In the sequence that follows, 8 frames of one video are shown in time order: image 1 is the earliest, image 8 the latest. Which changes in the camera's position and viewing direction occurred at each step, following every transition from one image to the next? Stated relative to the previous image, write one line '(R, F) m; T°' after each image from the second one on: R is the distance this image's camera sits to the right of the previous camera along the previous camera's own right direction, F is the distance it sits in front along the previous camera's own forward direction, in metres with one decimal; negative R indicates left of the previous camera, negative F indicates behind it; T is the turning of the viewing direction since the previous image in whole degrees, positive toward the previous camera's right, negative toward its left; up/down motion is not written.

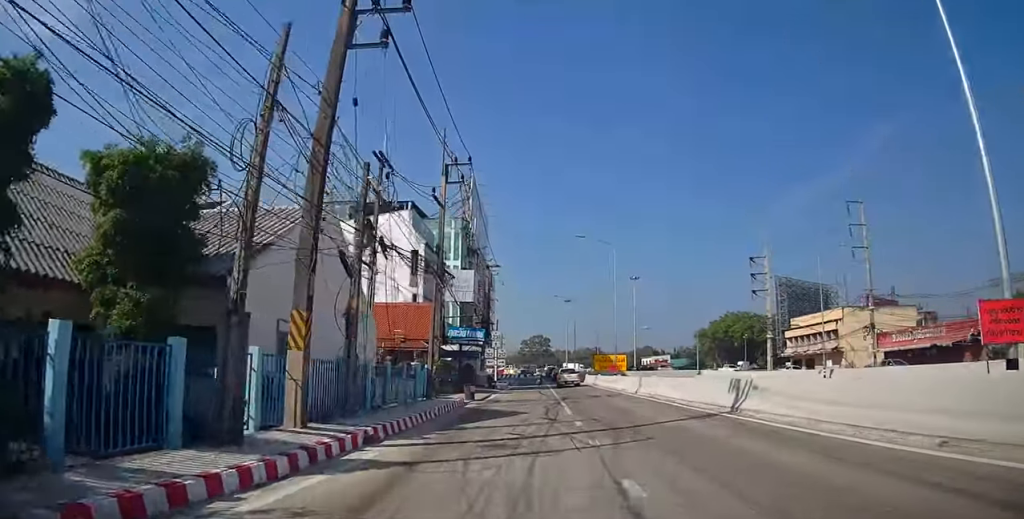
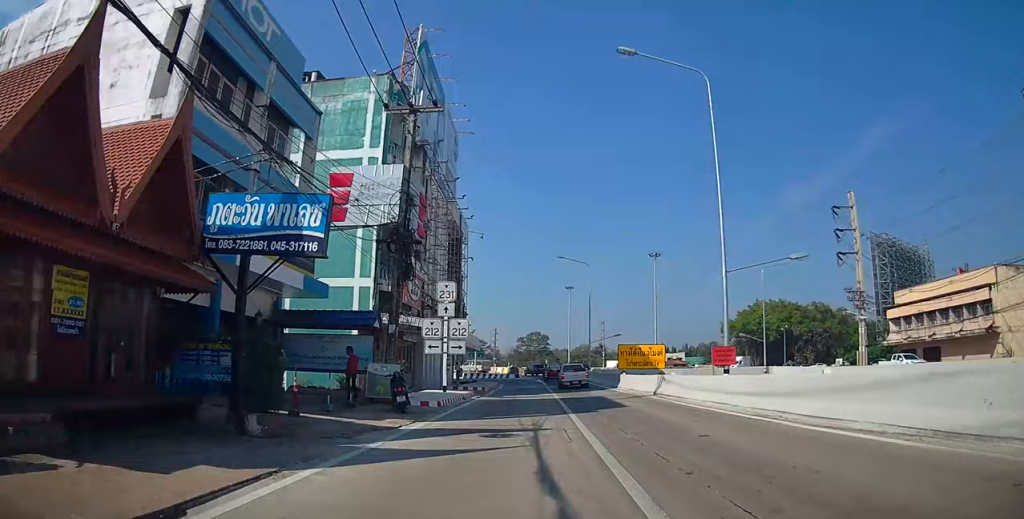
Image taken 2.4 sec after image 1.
(0.0, +28.9) m; +1°
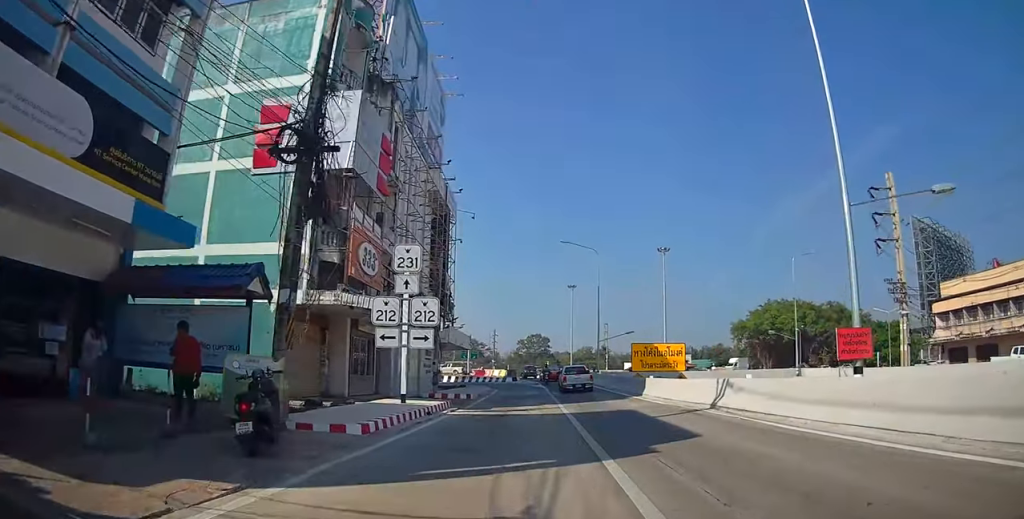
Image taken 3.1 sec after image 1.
(+0.1, +8.4) m; +1°
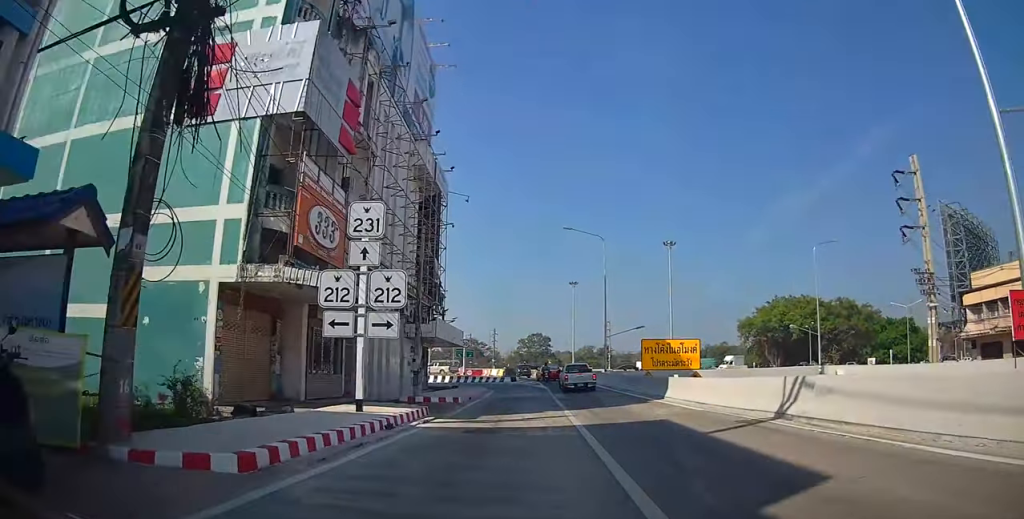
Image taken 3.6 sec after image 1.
(0.0, +4.8) m; 0°
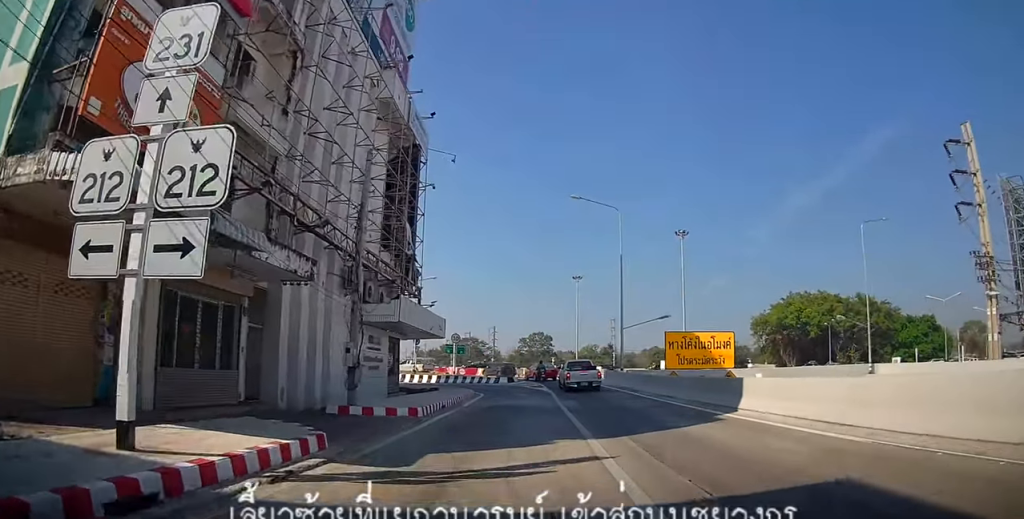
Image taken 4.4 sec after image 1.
(0.0, +8.8) m; 0°
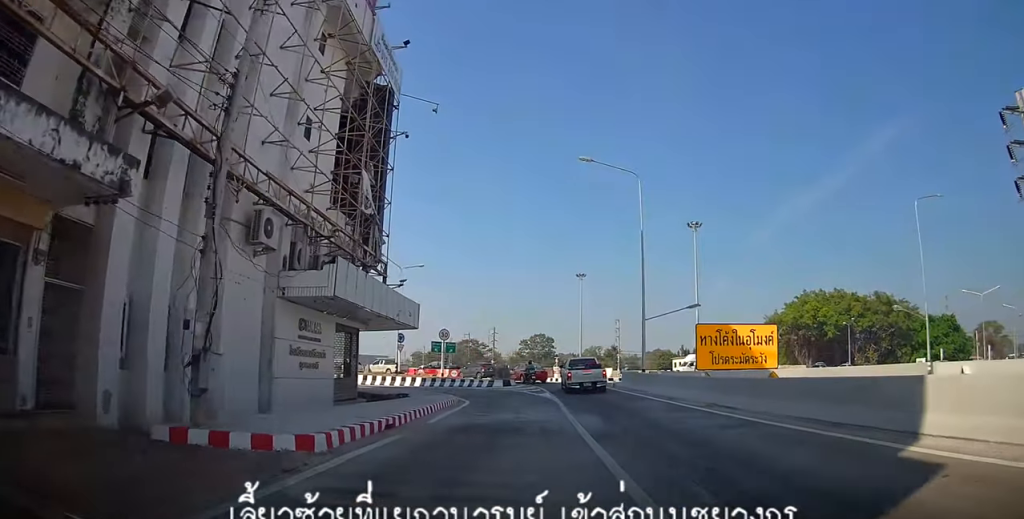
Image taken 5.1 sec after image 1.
(-0.1, +7.9) m; 0°
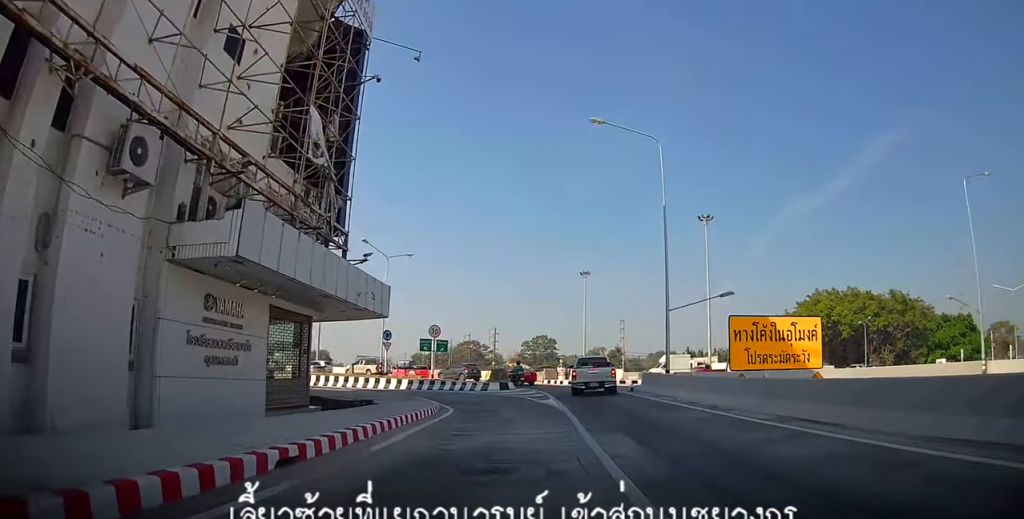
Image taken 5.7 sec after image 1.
(+0.1, +5.6) m; +1°
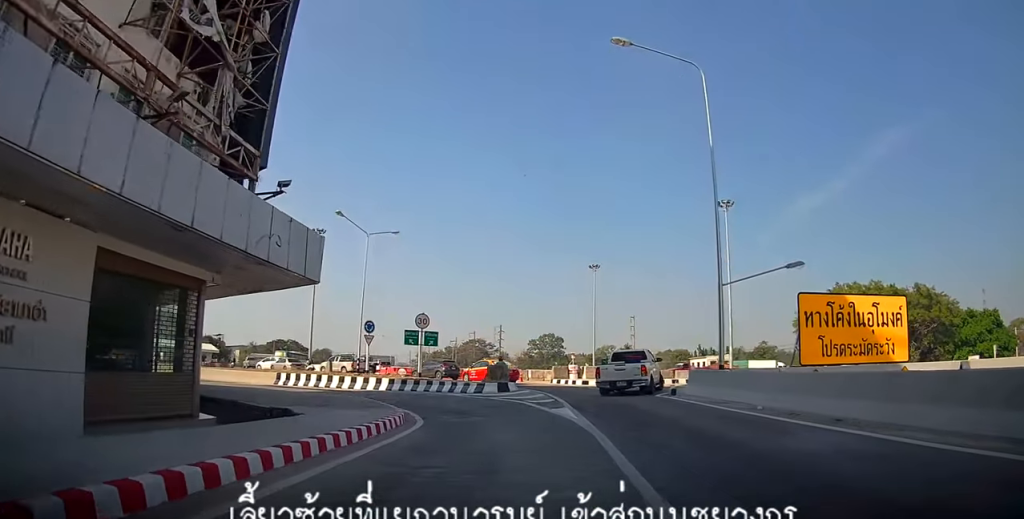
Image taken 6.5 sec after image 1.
(+0.1, +7.3) m; 0°
